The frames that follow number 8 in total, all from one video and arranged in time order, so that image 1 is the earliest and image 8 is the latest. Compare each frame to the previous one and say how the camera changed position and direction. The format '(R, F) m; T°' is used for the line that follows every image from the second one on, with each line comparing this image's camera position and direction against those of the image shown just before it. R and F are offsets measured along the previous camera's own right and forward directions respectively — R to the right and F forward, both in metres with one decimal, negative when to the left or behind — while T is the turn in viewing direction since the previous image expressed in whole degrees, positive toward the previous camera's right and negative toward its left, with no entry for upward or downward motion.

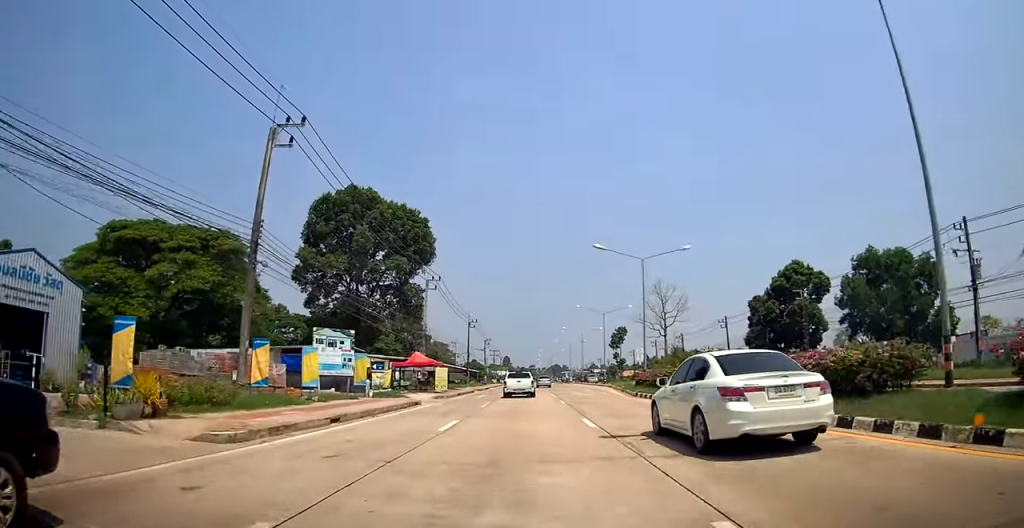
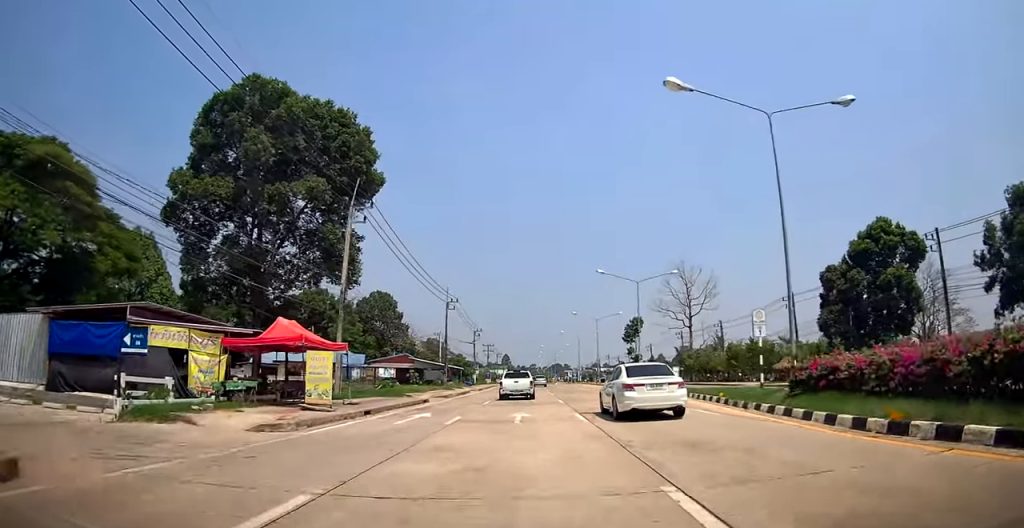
(0.0, +22.2) m; +1°
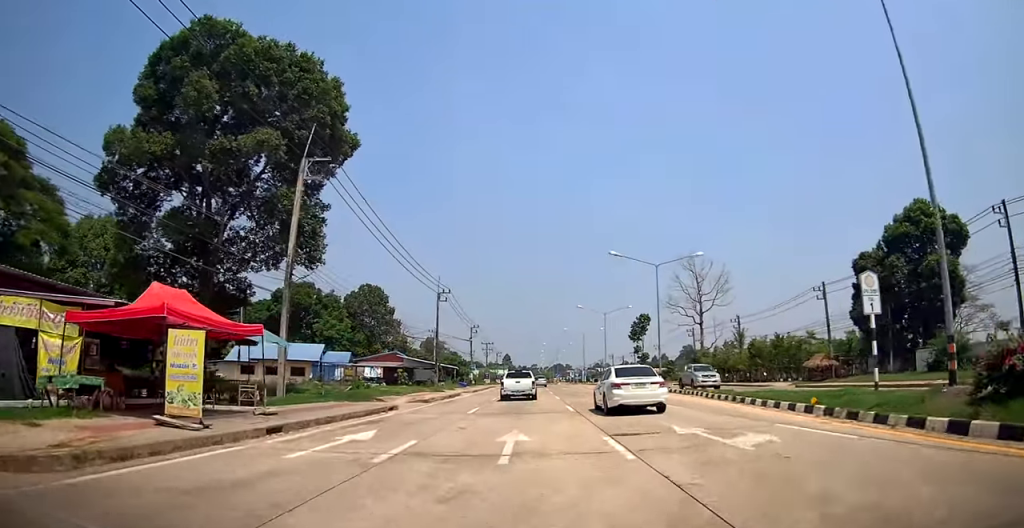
(0.0, +6.8) m; +1°
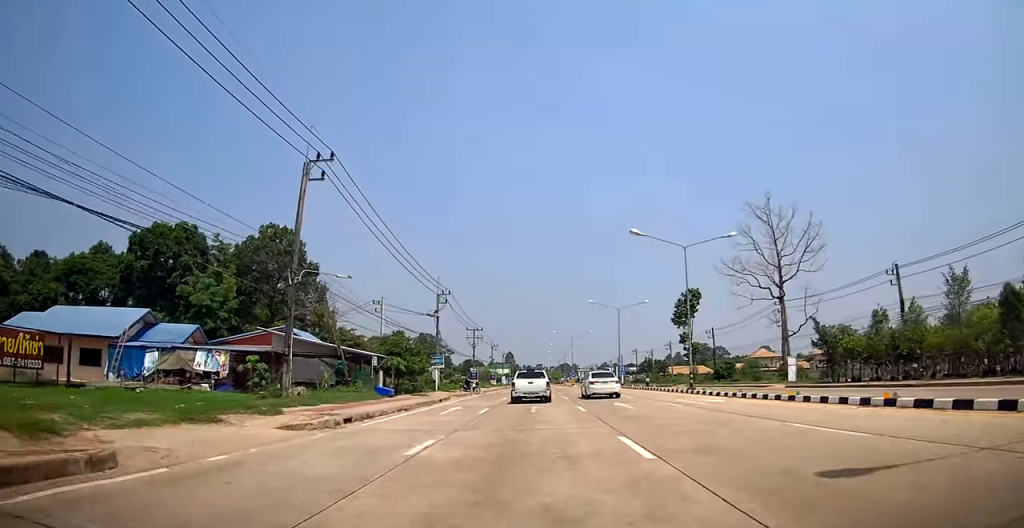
(+0.2, +34.7) m; +1°
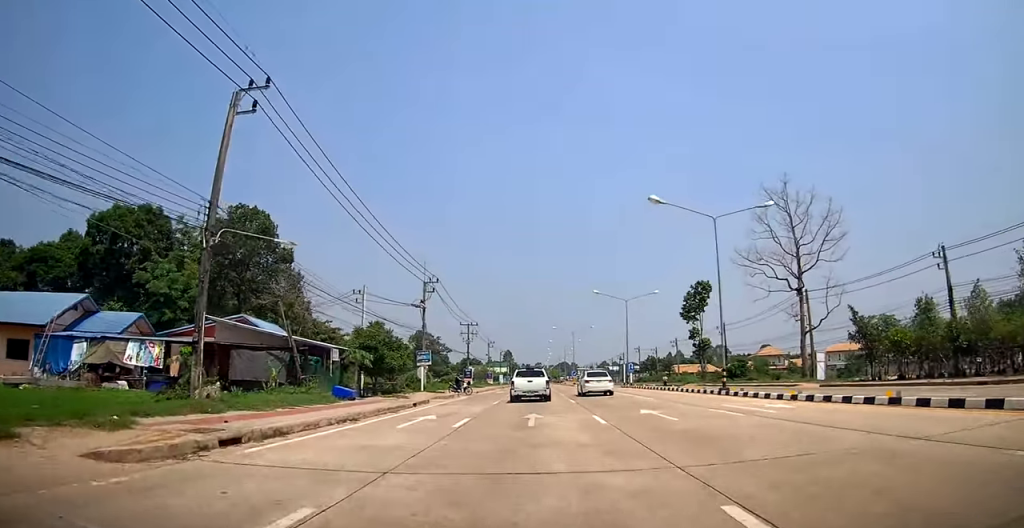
(0.0, +6.1) m; 0°
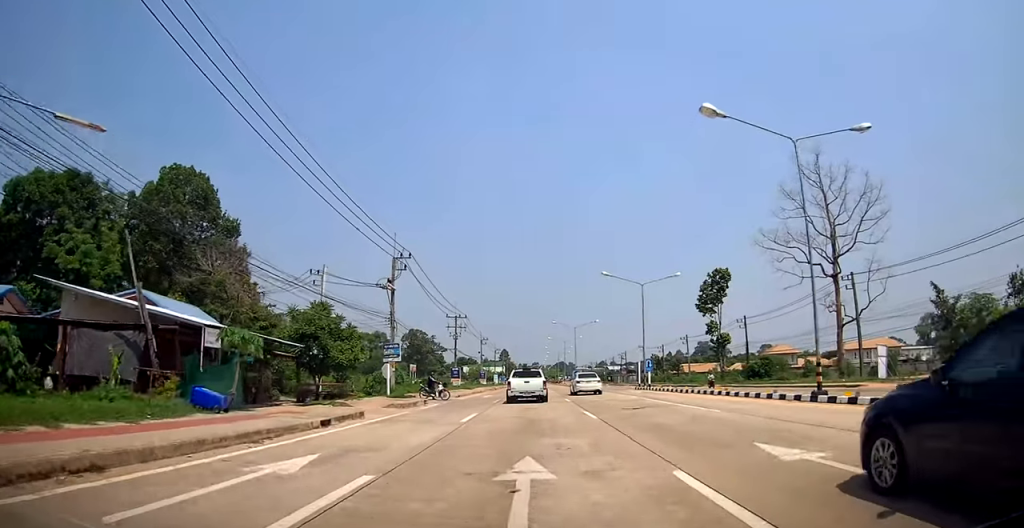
(0.0, +9.9) m; -1°
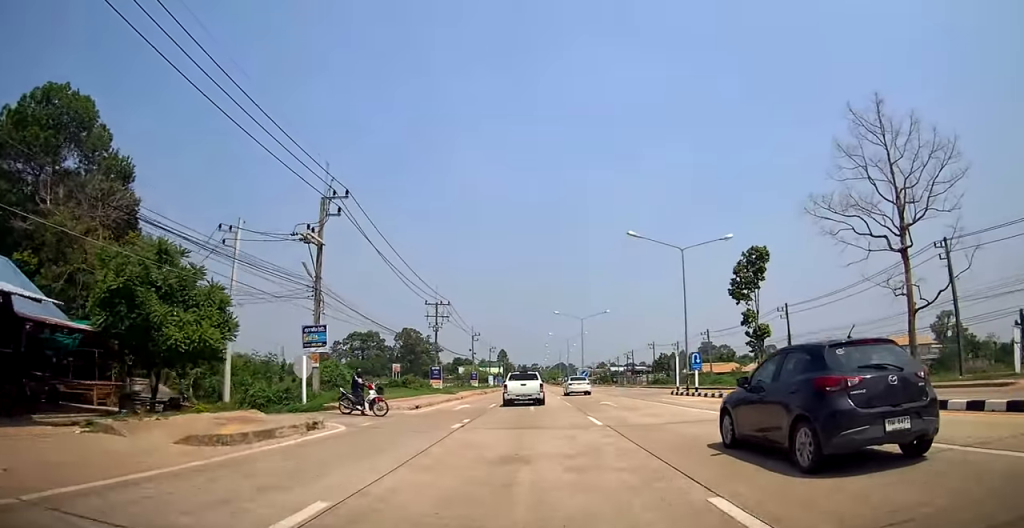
(-0.1, +13.5) m; -2°
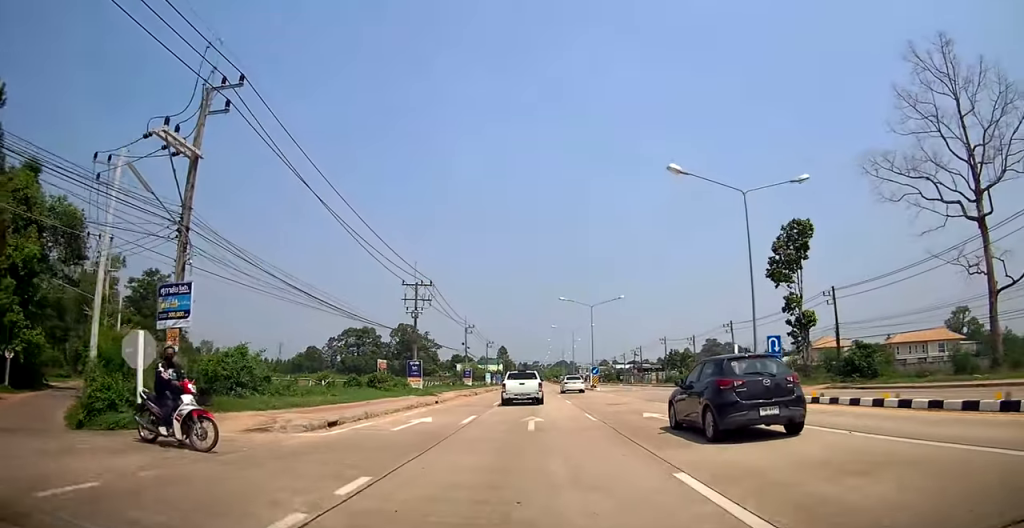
(-0.1, +10.7) m; 0°
